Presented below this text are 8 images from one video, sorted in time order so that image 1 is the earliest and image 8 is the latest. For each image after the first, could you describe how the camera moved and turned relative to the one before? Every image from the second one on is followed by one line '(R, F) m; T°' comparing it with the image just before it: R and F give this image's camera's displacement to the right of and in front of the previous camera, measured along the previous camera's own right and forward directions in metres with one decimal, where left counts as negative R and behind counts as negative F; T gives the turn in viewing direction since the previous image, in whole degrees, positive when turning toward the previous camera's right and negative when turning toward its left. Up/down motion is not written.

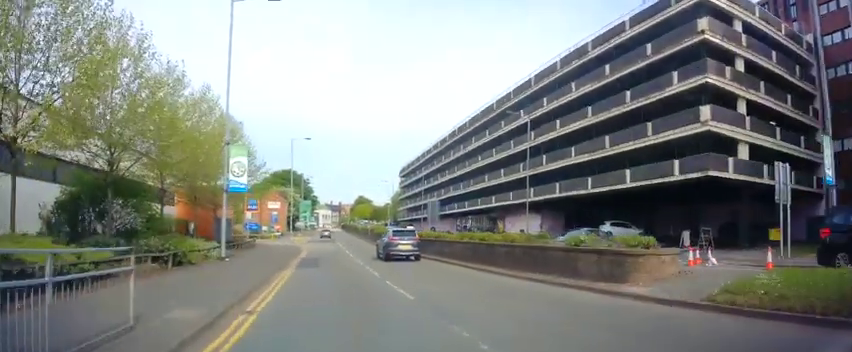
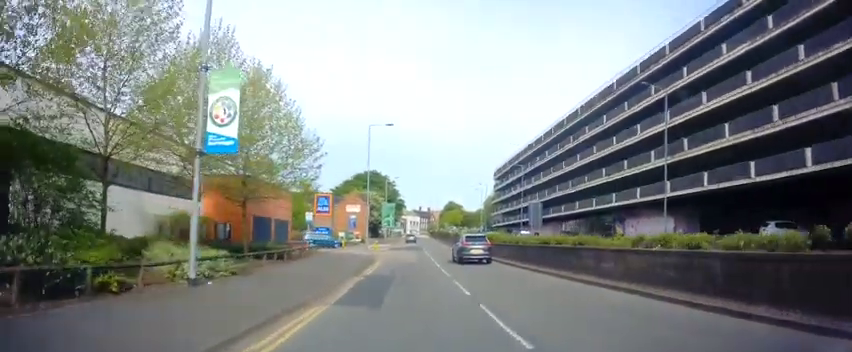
(-1.0, +9.7) m; -9°
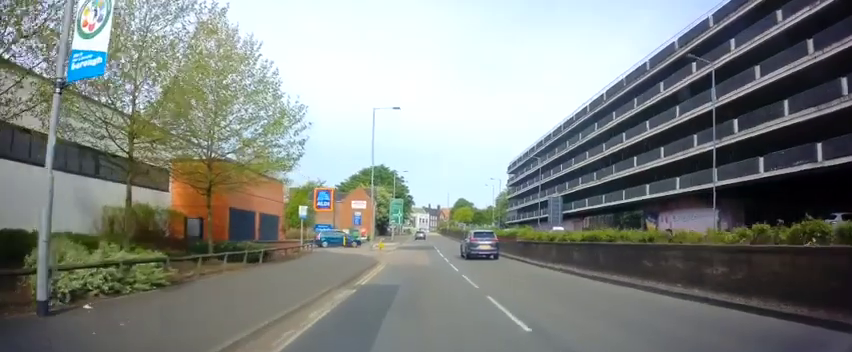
(-0.2, +5.2) m; -3°
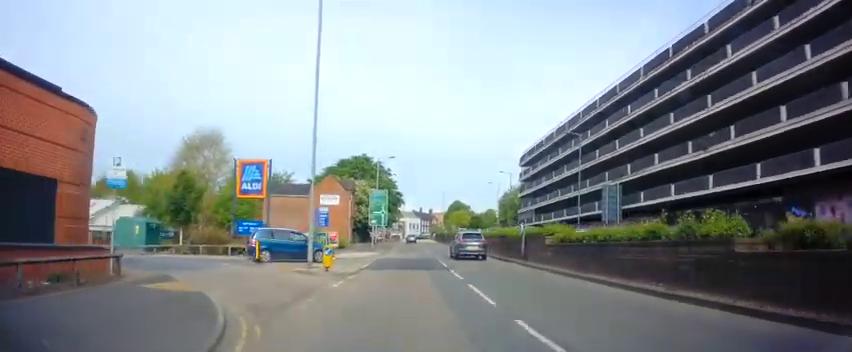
(-1.2, +20.4) m; -3°
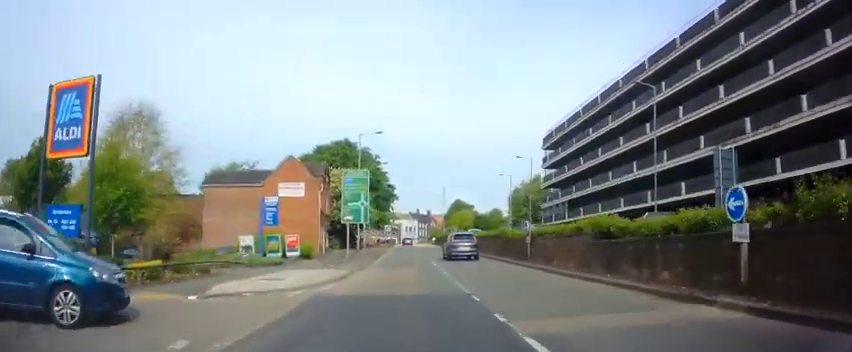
(+0.4, +17.1) m; +1°
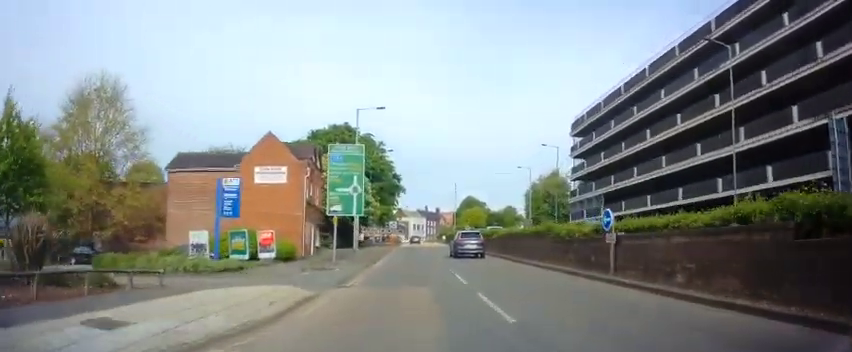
(0.0, +8.7) m; -1°
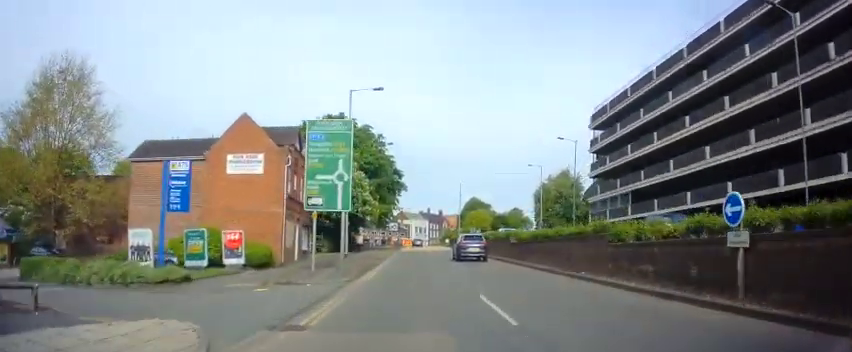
(0.0, +6.0) m; -1°
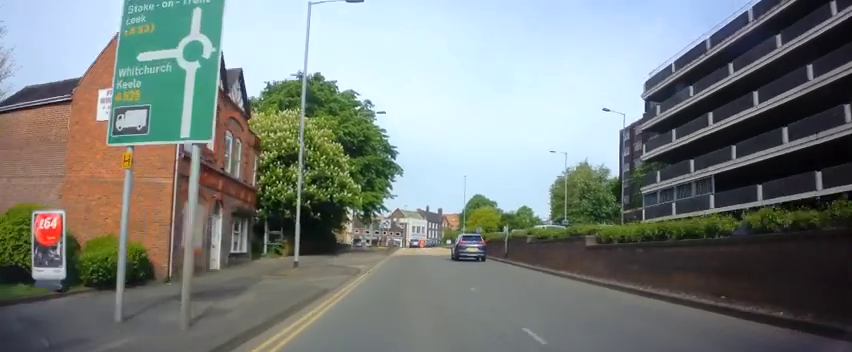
(-0.2, +13.6) m; 0°
